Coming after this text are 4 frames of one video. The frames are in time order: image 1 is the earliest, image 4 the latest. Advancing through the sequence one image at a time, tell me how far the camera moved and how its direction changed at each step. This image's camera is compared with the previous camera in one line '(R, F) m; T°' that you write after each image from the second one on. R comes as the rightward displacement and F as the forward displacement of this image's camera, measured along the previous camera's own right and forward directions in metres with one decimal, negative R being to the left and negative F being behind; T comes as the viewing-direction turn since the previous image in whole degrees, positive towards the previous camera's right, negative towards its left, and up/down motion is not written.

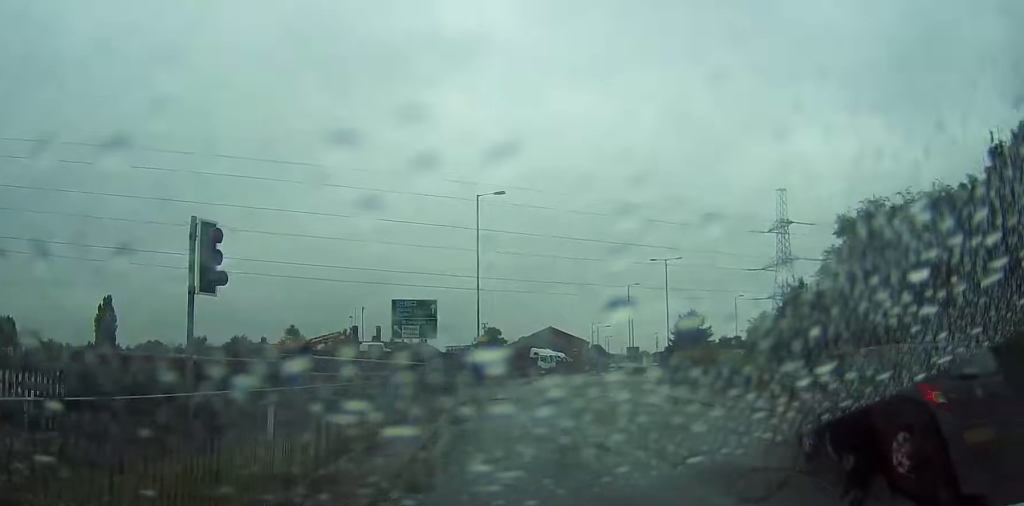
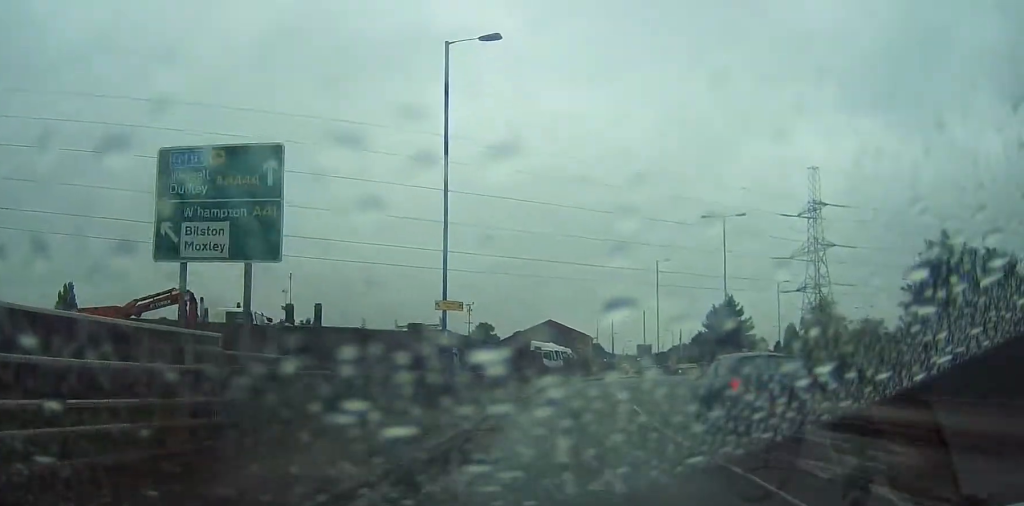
(-0.9, +22.4) m; -2°
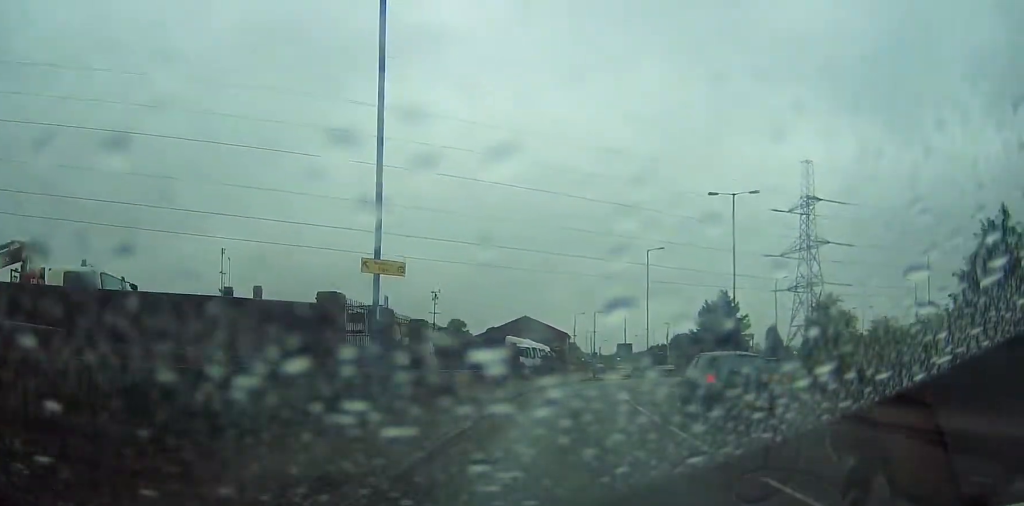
(+0.1, +7.8) m; +3°
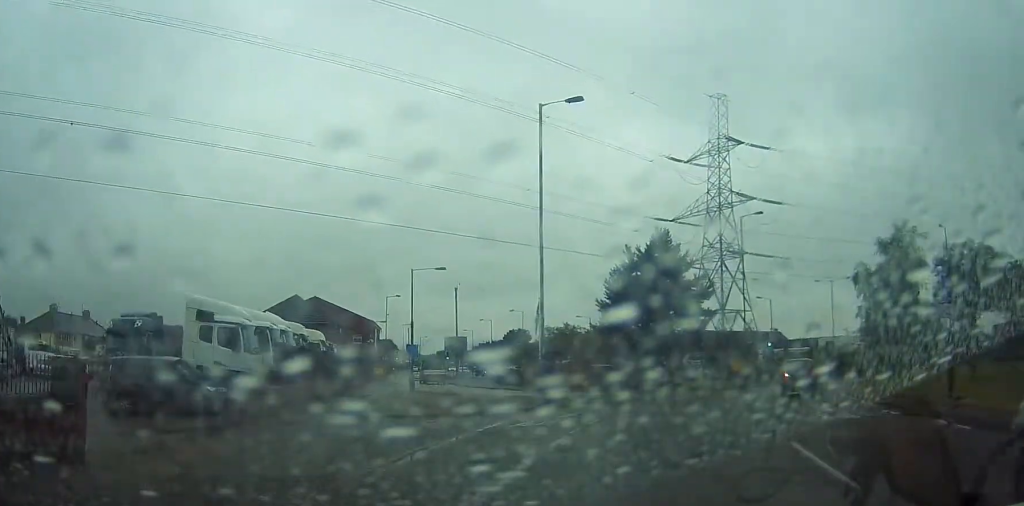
(+5.8, +37.8) m; +18°
